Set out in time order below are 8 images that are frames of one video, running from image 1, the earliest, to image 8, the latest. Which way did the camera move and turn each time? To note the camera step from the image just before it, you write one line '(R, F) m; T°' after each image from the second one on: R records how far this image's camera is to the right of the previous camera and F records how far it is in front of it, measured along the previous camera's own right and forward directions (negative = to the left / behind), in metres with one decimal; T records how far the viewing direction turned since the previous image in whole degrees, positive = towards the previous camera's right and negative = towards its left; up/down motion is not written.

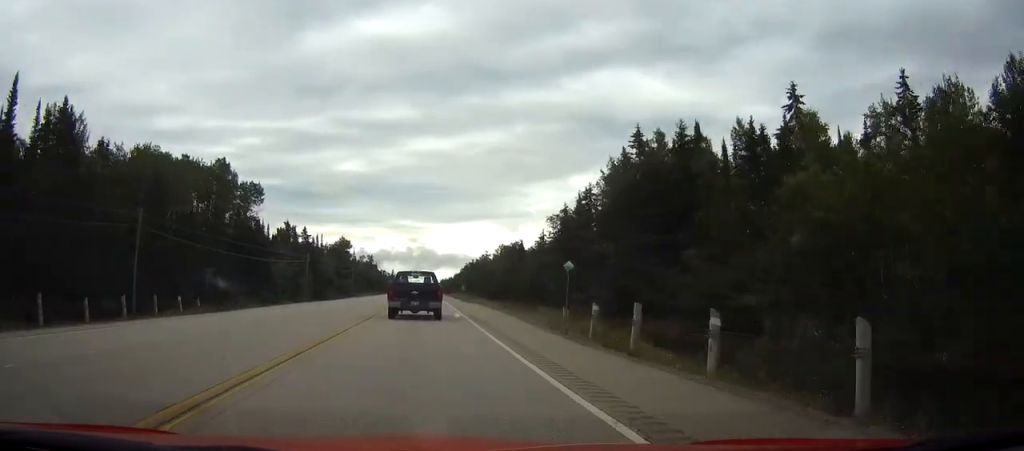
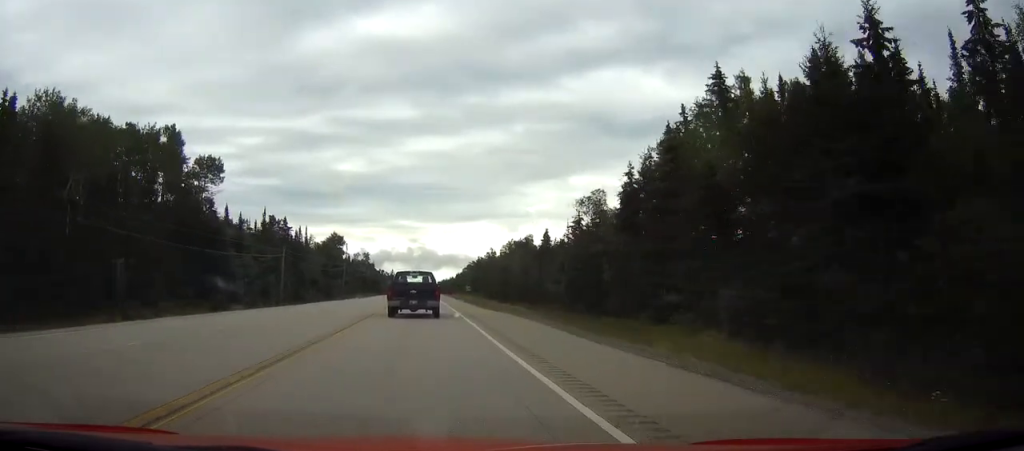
(0.0, +22.2) m; 0°
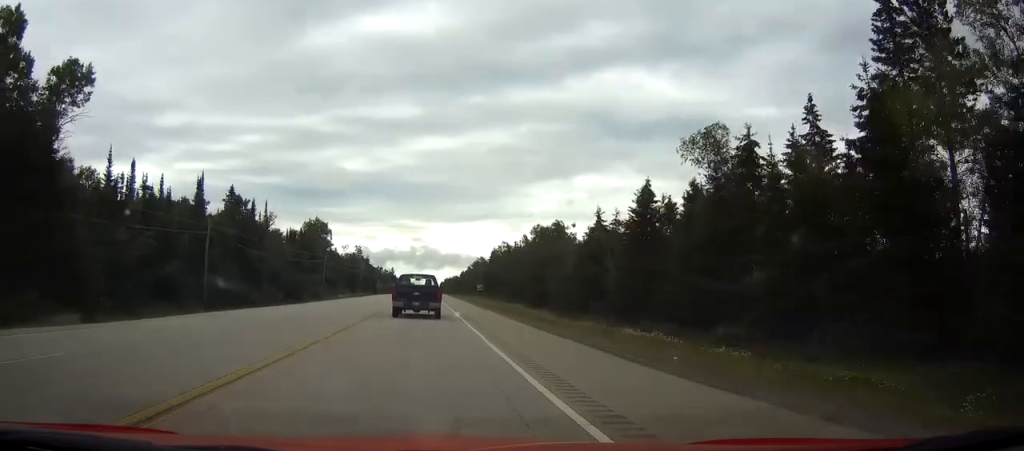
(0.0, +38.9) m; 0°
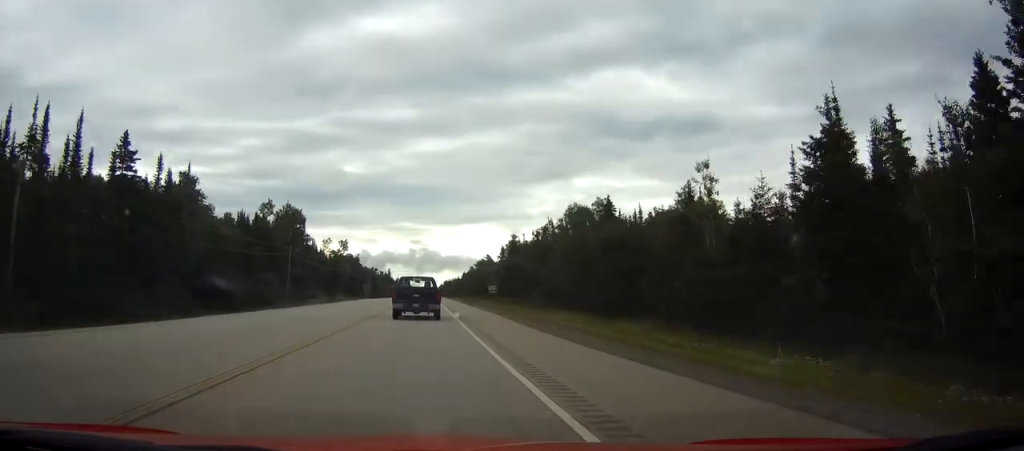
(0.0, +35.6) m; 0°
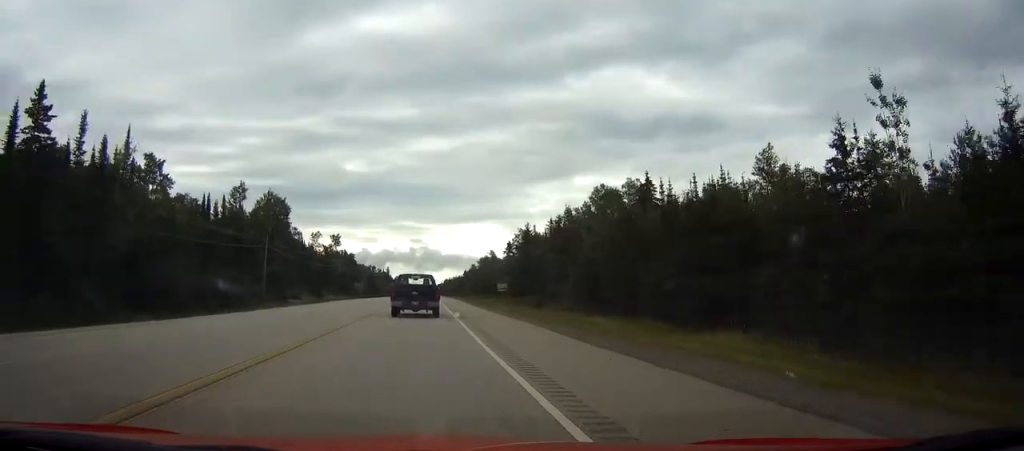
(0.0, +16.1) m; 0°
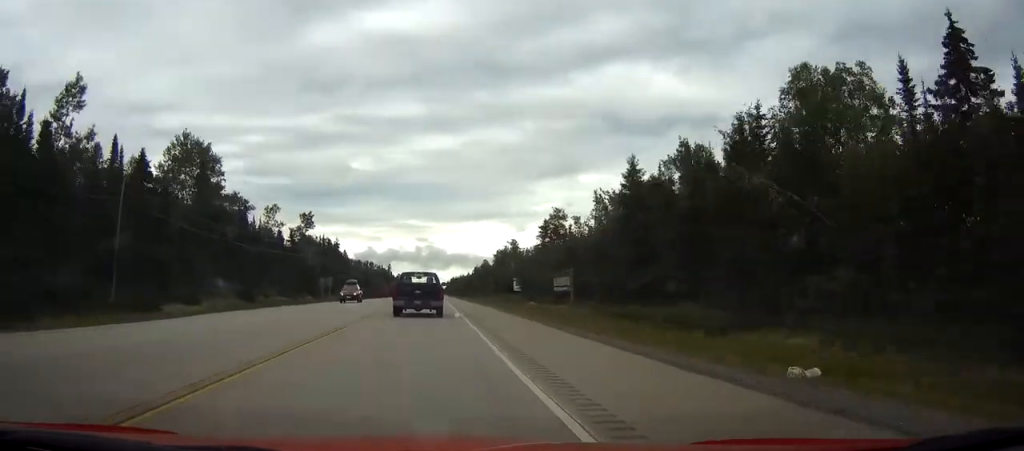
(-0.2, +47.8) m; 0°
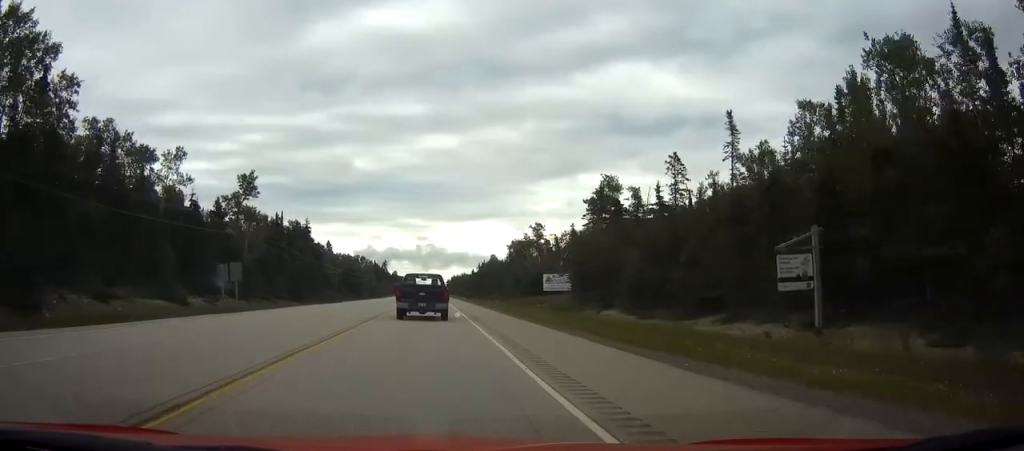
(0.0, +43.1) m; 0°
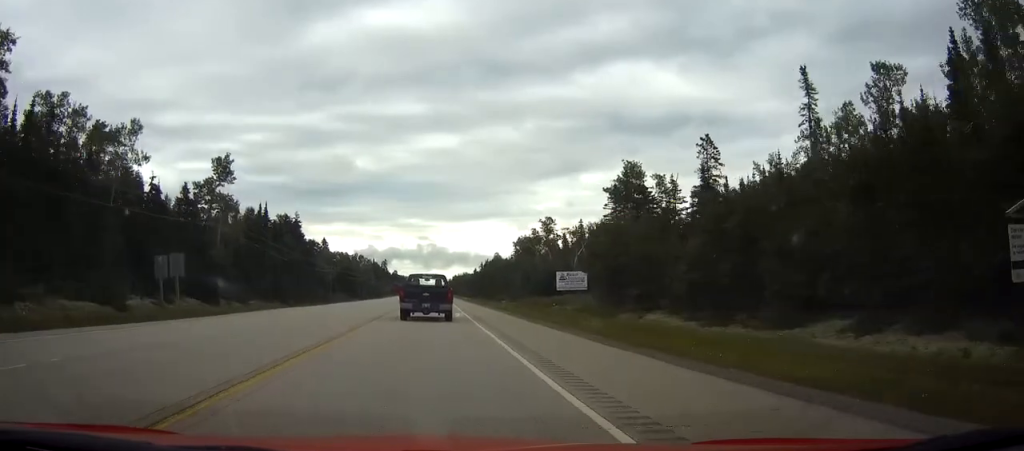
(0.0, +11.5) m; 0°
